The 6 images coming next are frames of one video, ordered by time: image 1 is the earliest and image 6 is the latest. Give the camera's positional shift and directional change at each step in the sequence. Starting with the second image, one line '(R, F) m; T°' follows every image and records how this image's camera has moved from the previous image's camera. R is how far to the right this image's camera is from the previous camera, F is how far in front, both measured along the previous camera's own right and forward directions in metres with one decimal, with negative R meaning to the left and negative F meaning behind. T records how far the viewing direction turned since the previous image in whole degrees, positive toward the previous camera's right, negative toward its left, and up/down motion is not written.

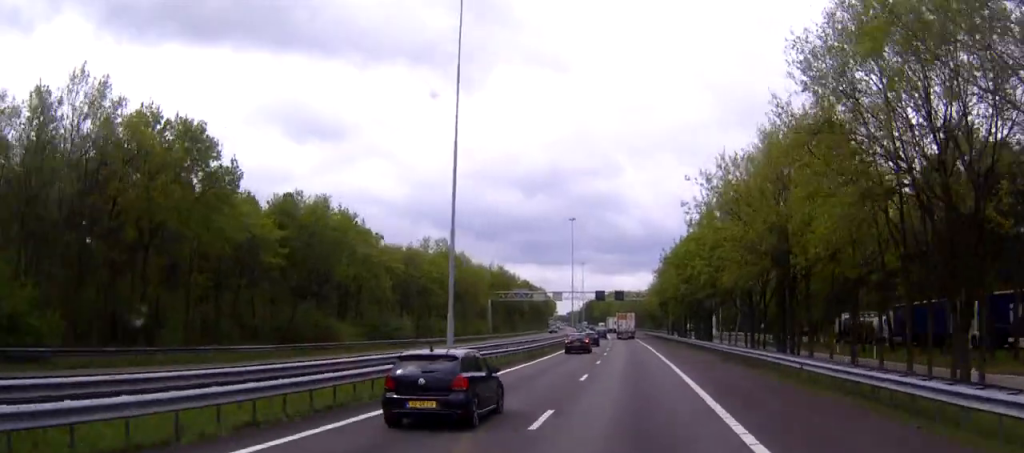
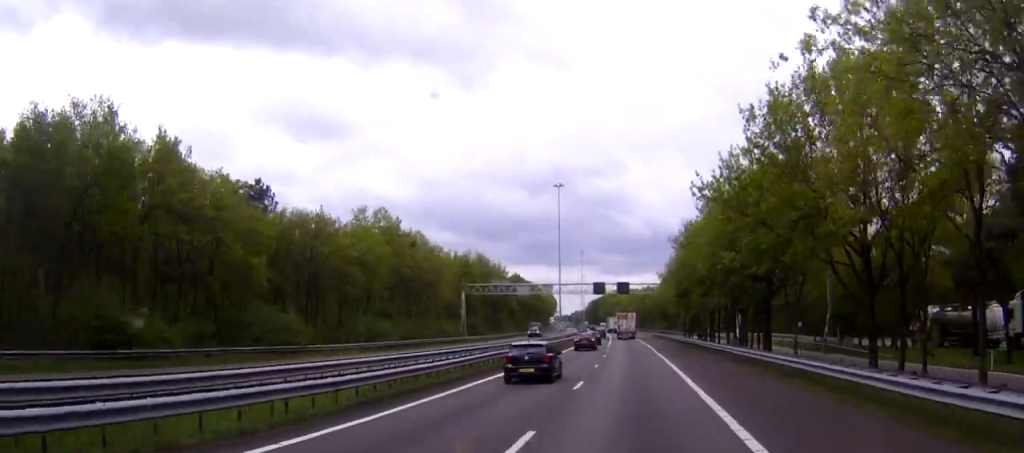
(0.0, +27.2) m; -1°
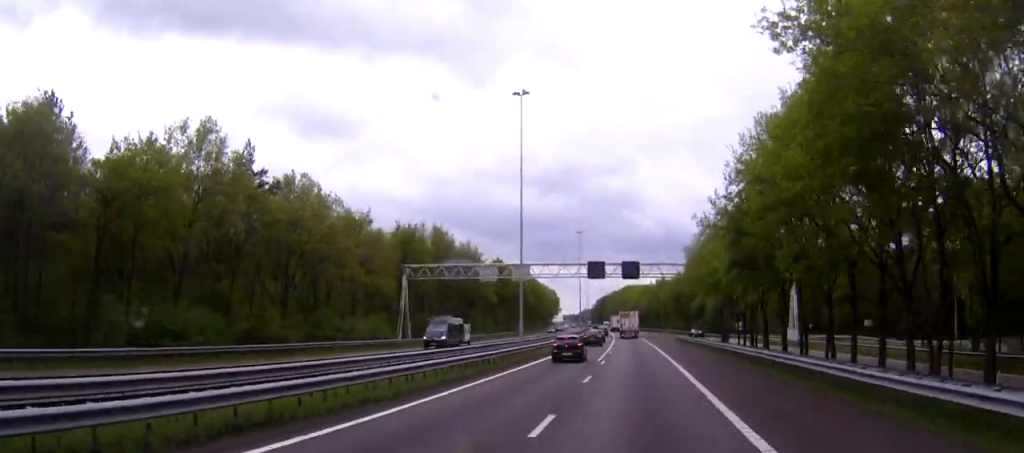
(-0.6, +34.4) m; -1°
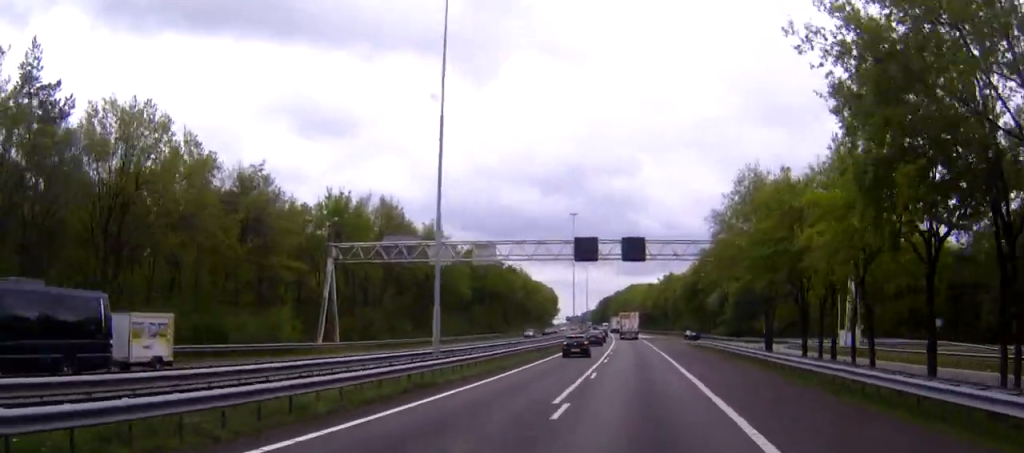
(0.0, +21.9) m; 0°
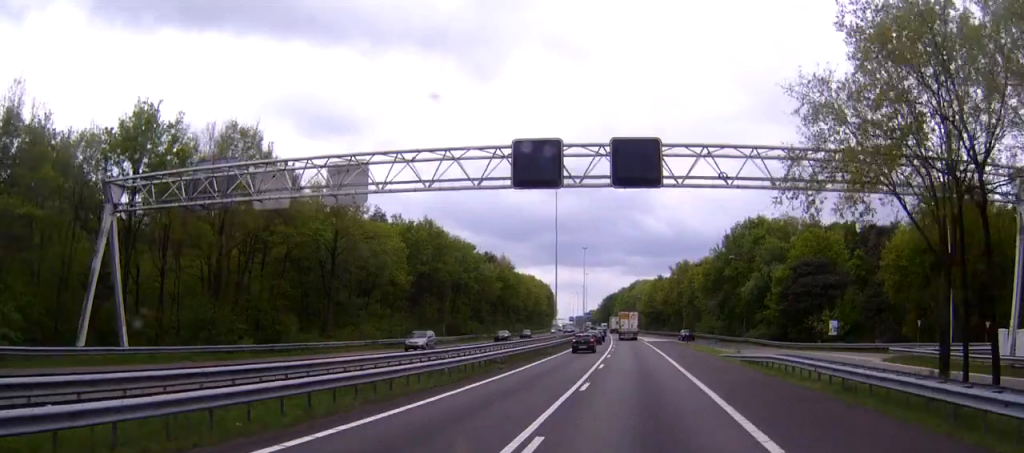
(-0.3, +29.6) m; -1°
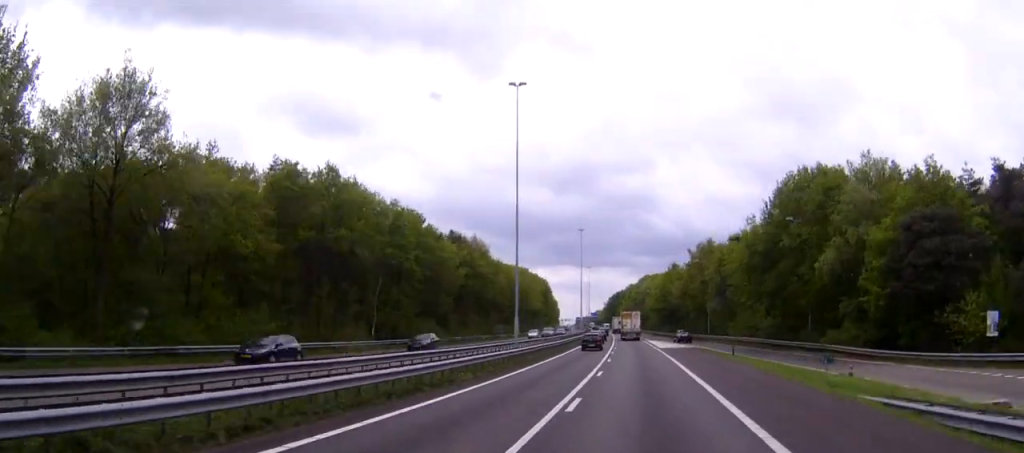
(-0.1, +29.2) m; 0°
